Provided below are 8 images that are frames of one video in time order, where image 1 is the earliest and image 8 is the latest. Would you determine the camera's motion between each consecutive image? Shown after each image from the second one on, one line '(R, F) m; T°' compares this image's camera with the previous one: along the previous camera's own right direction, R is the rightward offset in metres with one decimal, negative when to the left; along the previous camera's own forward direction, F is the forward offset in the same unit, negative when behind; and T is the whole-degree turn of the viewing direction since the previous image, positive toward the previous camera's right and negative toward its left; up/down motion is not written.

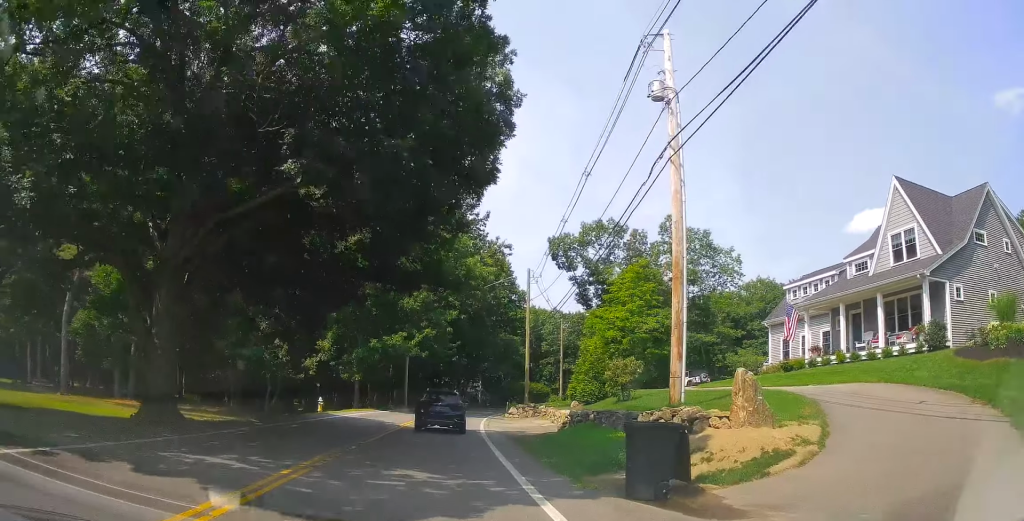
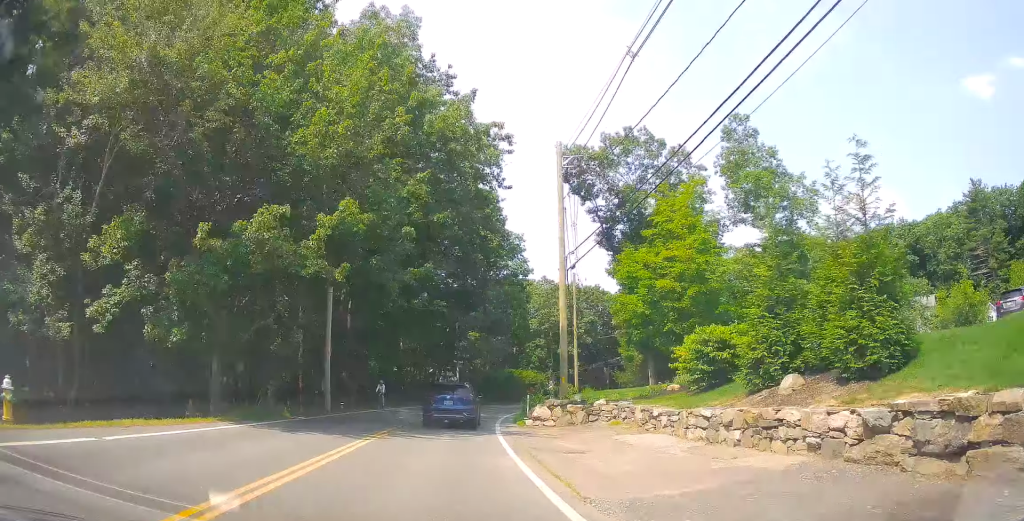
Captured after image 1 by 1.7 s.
(-0.4, +24.9) m; +2°
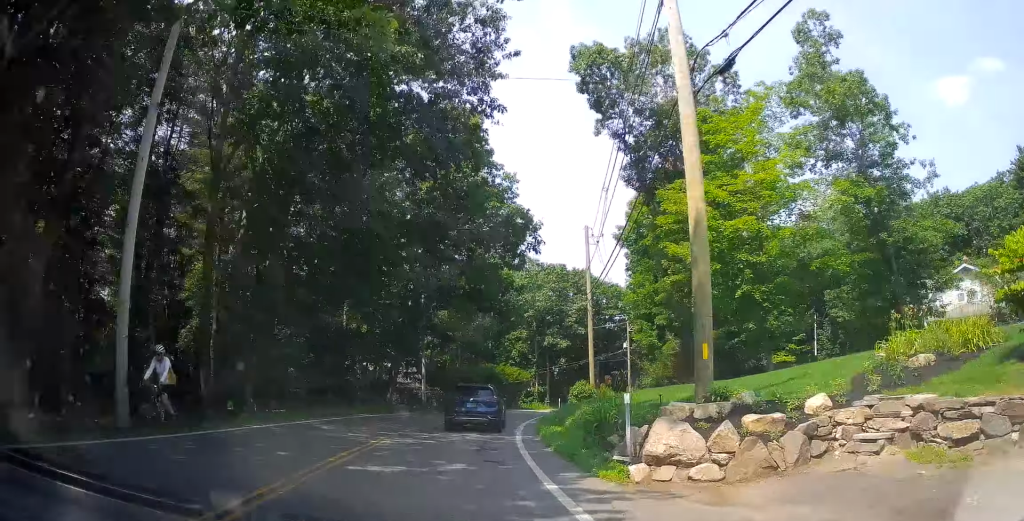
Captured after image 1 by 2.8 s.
(+0.9, +16.1) m; +5°
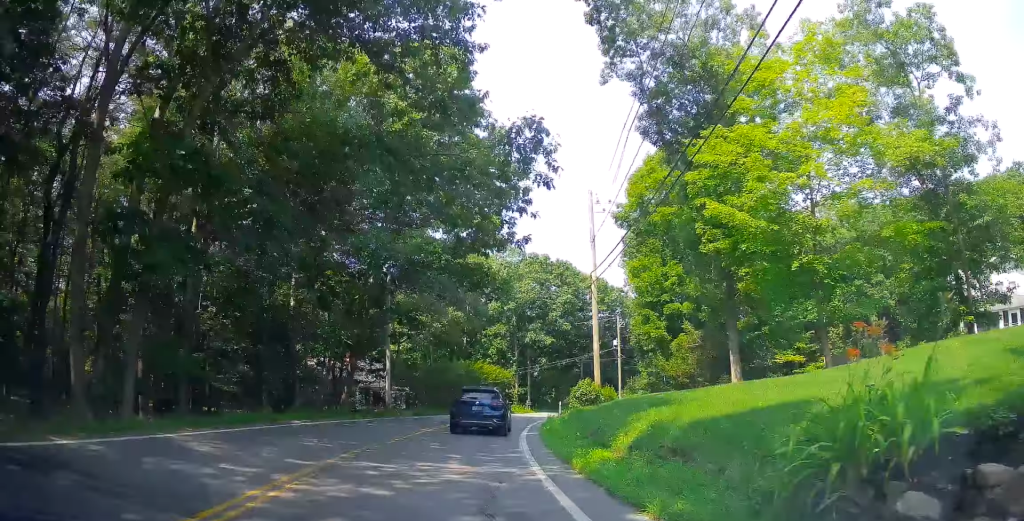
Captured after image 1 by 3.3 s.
(+0.2, +7.8) m; +2°
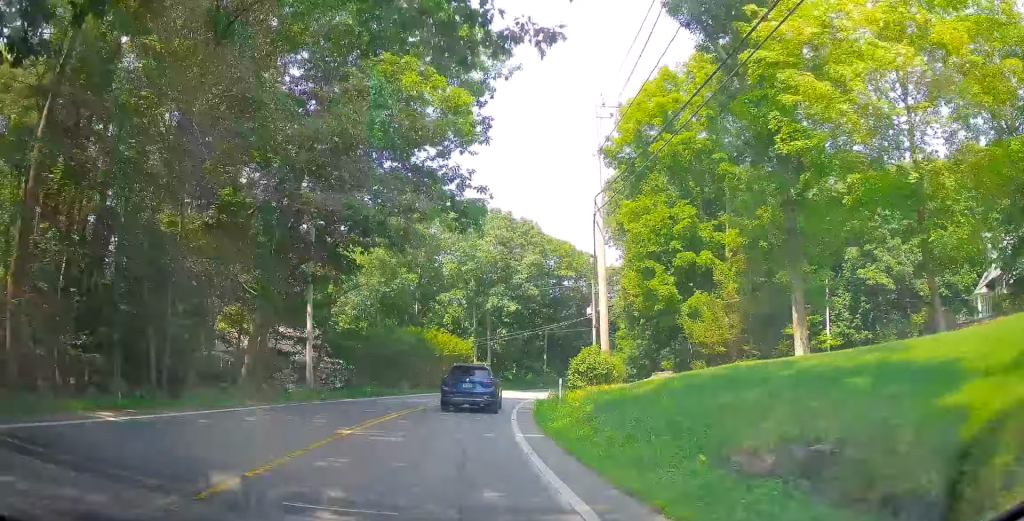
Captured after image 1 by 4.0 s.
(+0.1, +9.6) m; +2°
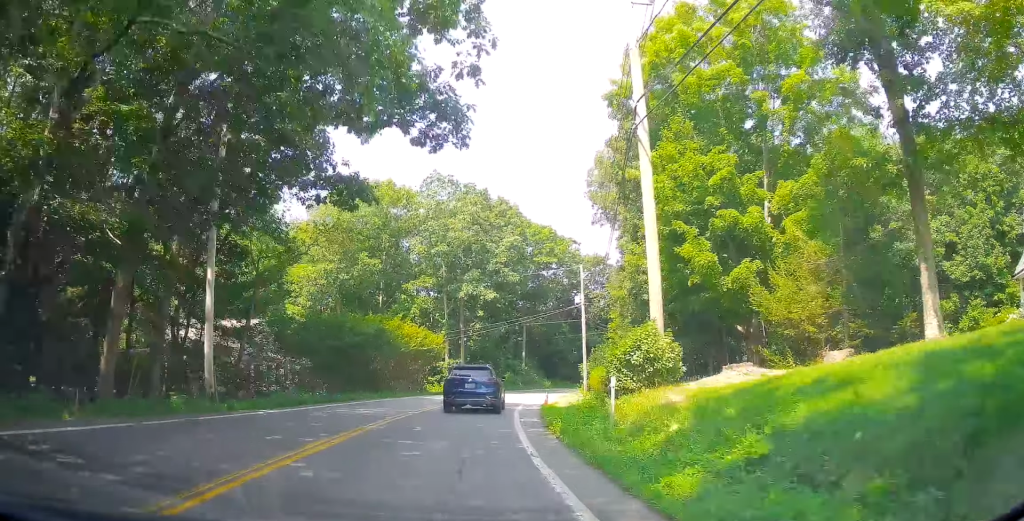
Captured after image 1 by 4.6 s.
(0.0, +8.1) m; +2°
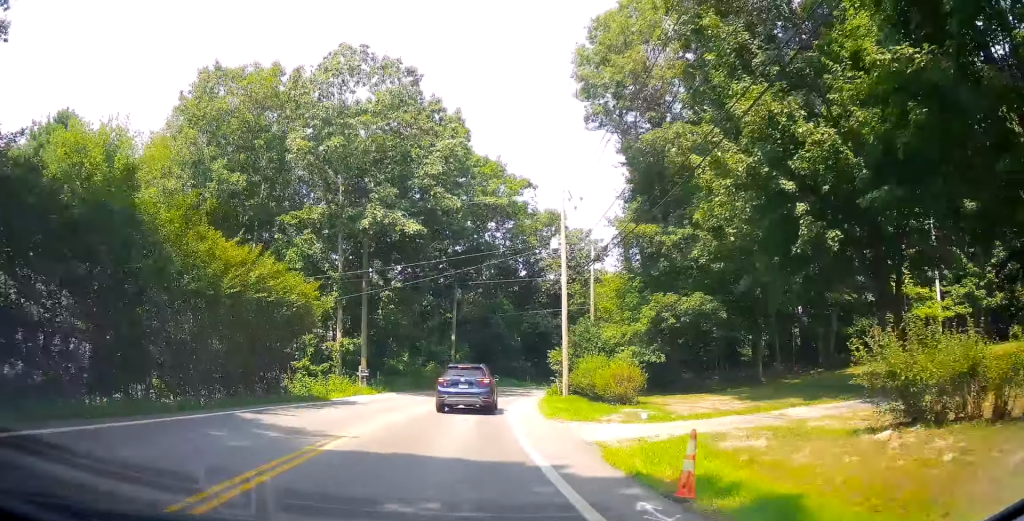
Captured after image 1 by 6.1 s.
(+1.6, +20.7) m; +6°
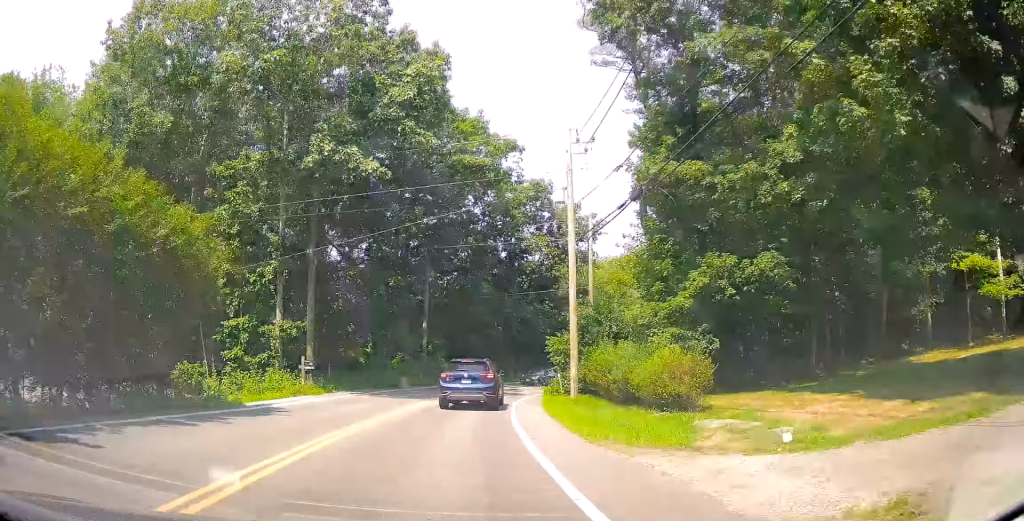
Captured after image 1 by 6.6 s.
(+0.1, +7.6) m; +2°
